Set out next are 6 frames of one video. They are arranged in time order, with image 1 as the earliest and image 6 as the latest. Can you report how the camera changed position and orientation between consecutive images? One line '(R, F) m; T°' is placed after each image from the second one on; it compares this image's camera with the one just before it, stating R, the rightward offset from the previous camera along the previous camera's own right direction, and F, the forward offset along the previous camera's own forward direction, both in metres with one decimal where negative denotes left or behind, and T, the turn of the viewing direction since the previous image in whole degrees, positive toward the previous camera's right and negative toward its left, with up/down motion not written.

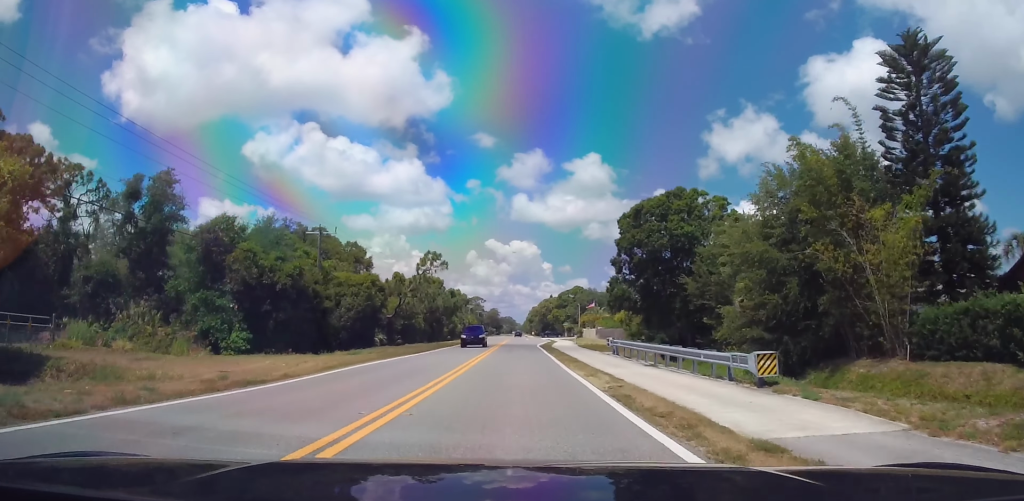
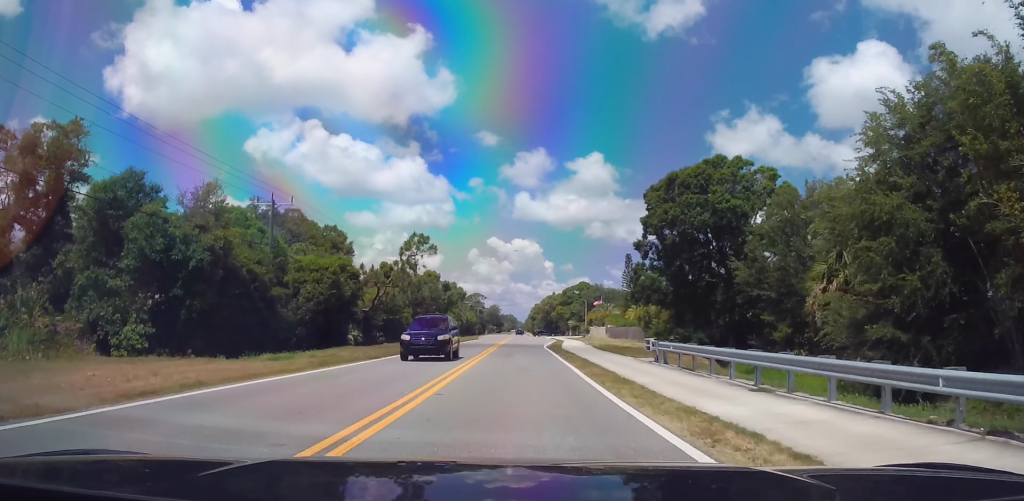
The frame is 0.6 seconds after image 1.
(+0.3, +11.1) m; 0°
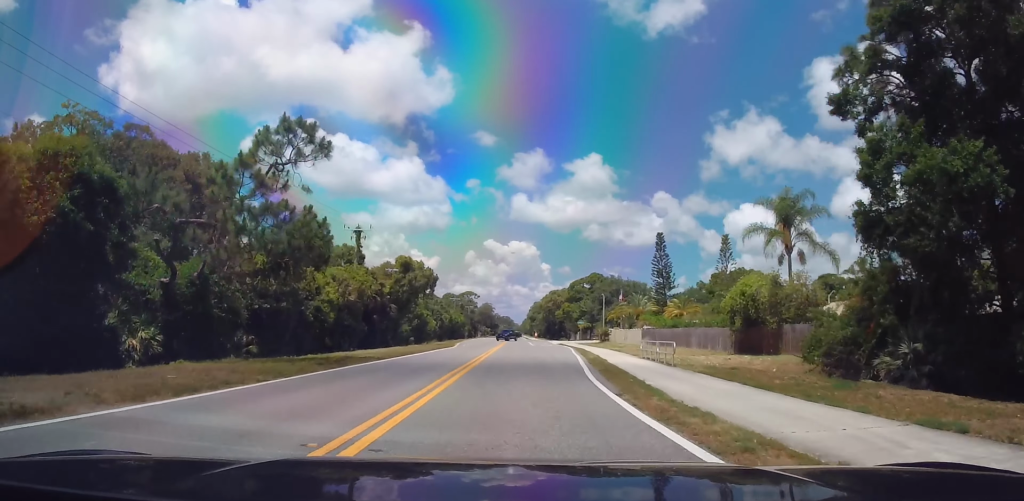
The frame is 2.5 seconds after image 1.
(-0.8, +32.5) m; -1°
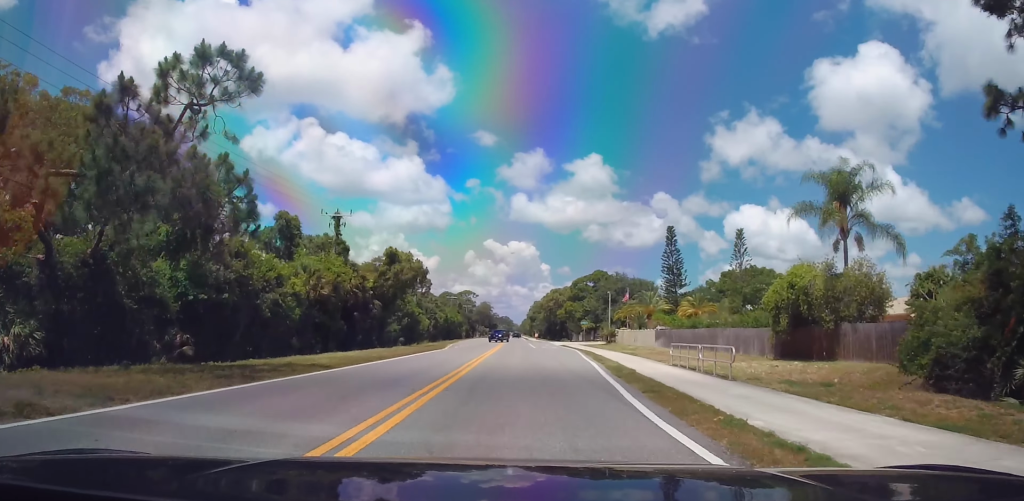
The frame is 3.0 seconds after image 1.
(-0.1, +7.3) m; +1°
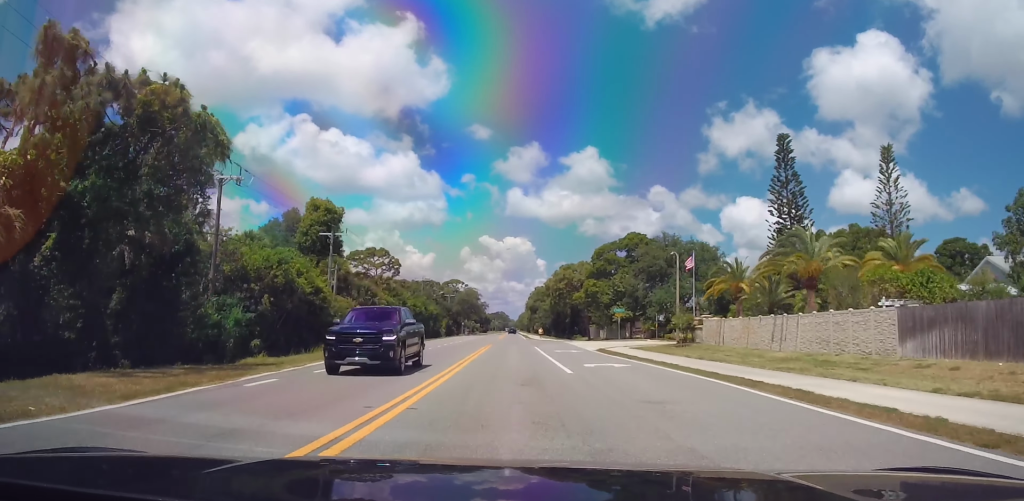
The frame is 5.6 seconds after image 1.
(+0.4, +43.2) m; +1°
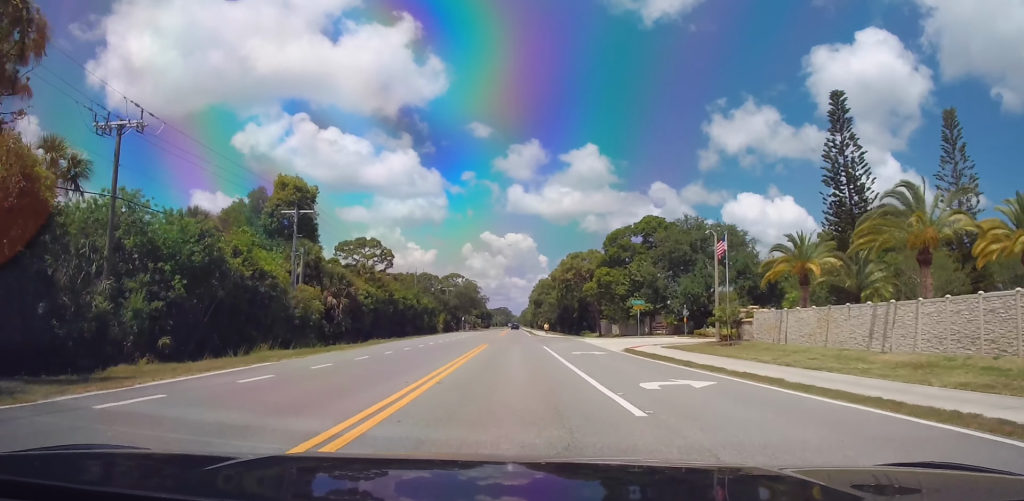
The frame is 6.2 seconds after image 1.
(+0.1, +10.2) m; 0°
